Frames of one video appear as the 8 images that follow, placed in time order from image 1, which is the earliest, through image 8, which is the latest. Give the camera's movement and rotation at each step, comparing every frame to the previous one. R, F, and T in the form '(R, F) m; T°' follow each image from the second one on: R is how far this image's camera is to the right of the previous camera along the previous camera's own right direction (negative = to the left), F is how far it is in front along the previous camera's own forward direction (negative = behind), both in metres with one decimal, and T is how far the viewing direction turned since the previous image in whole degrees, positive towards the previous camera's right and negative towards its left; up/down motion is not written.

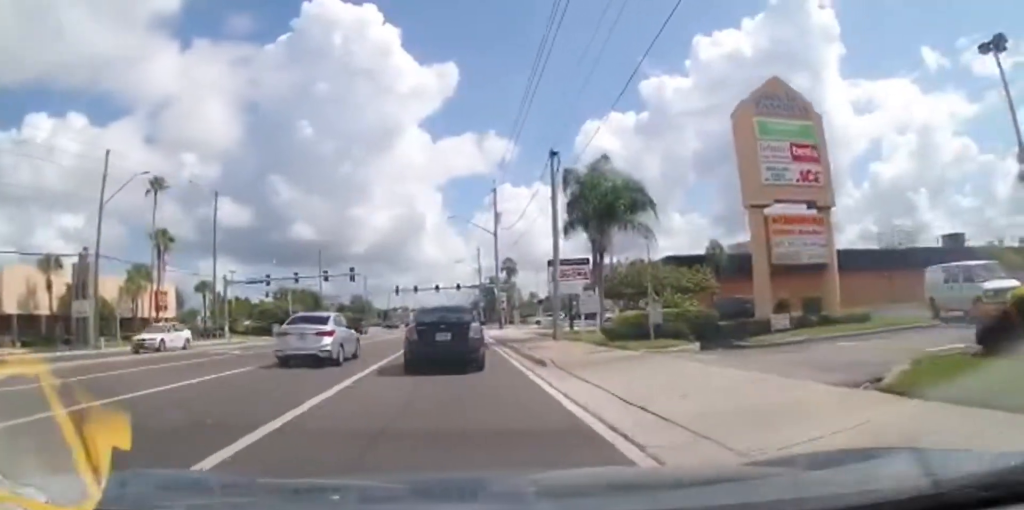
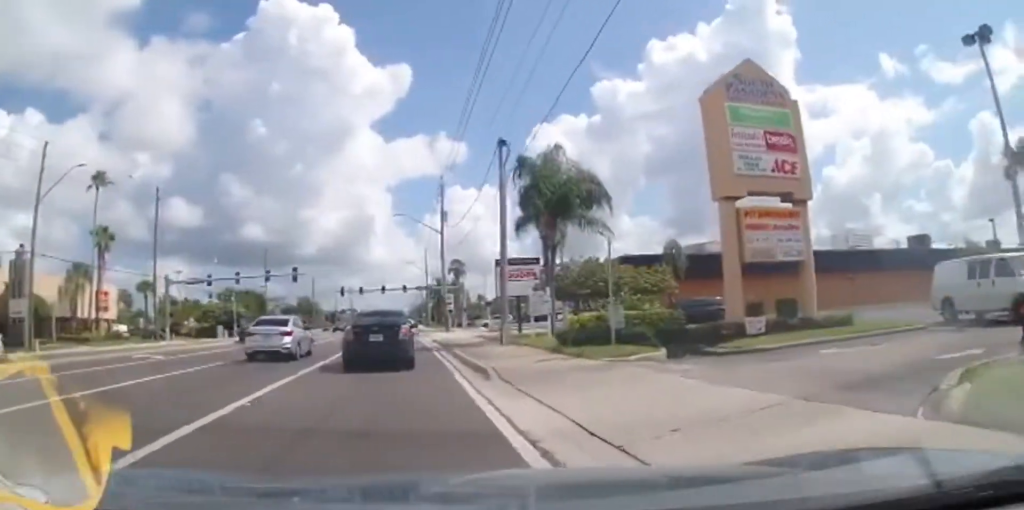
(0.0, +2.4) m; +1°
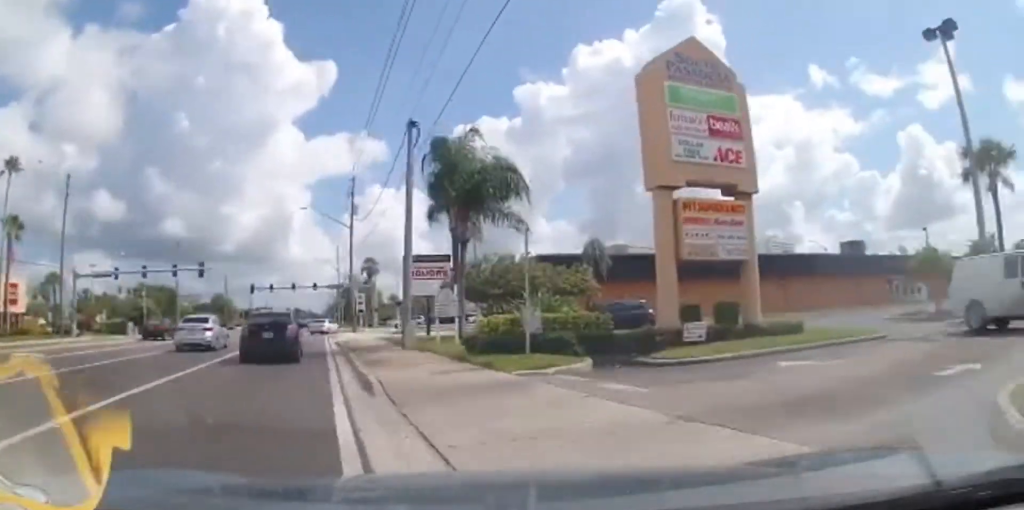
(+0.1, +2.9) m; +2°
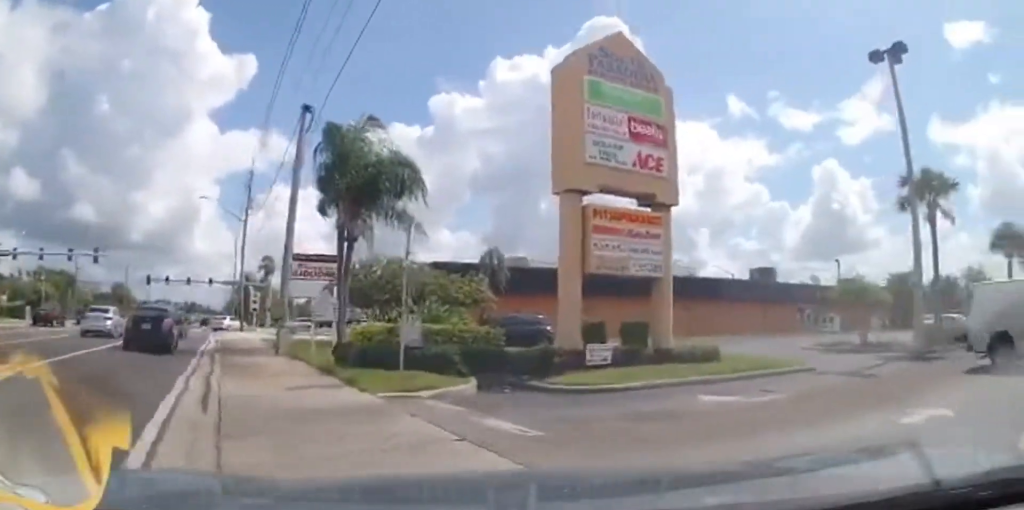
(0.0, +2.4) m; +6°
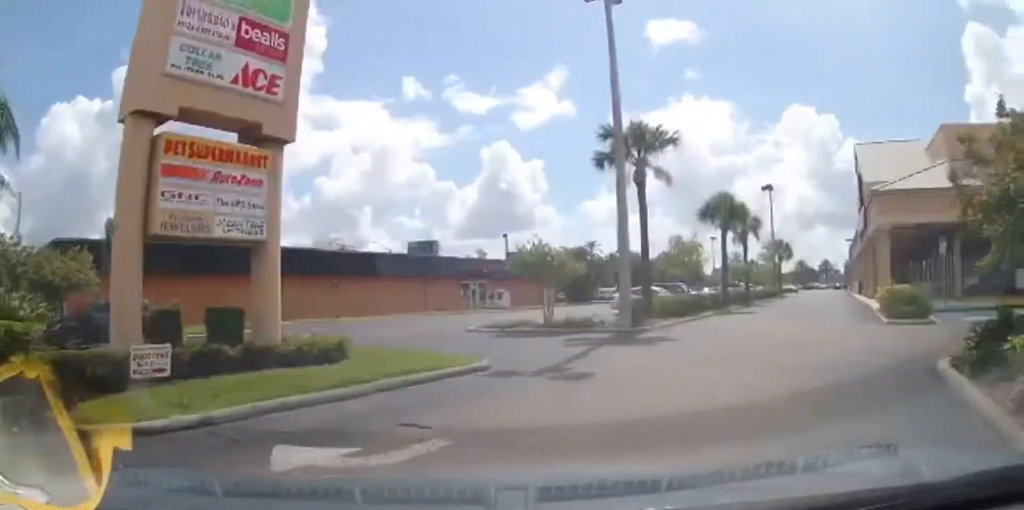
(+1.5, +5.7) m; +38°
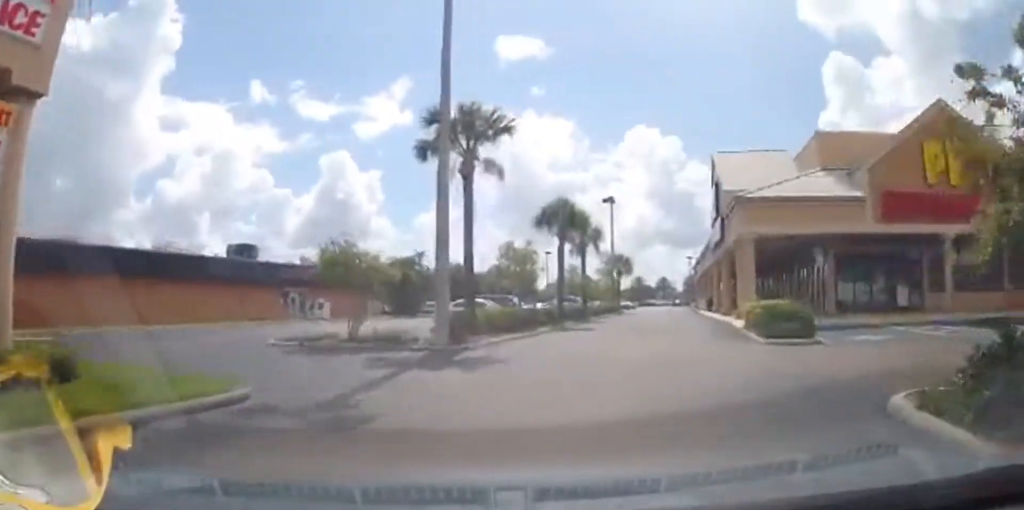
(+0.5, +2.6) m; +20°
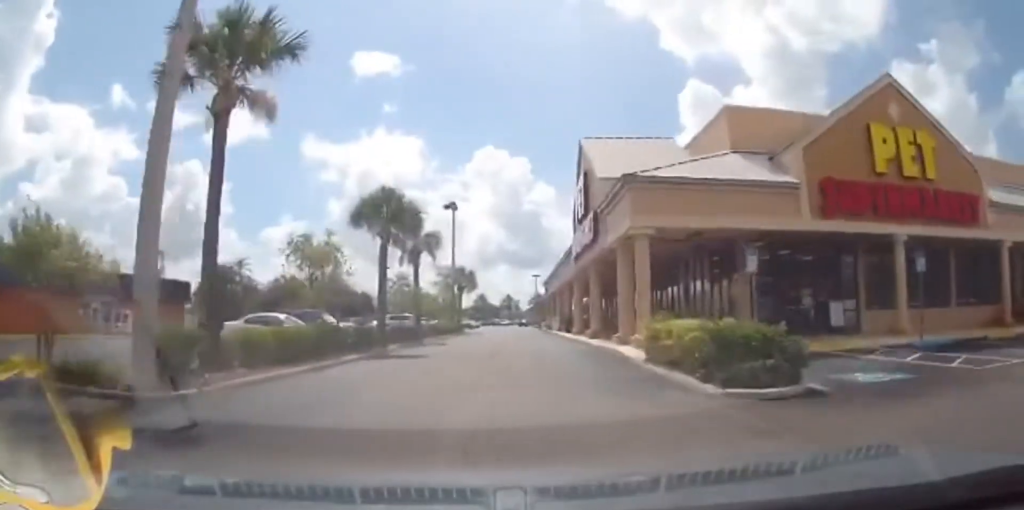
(+1.5, +5.1) m; +27°
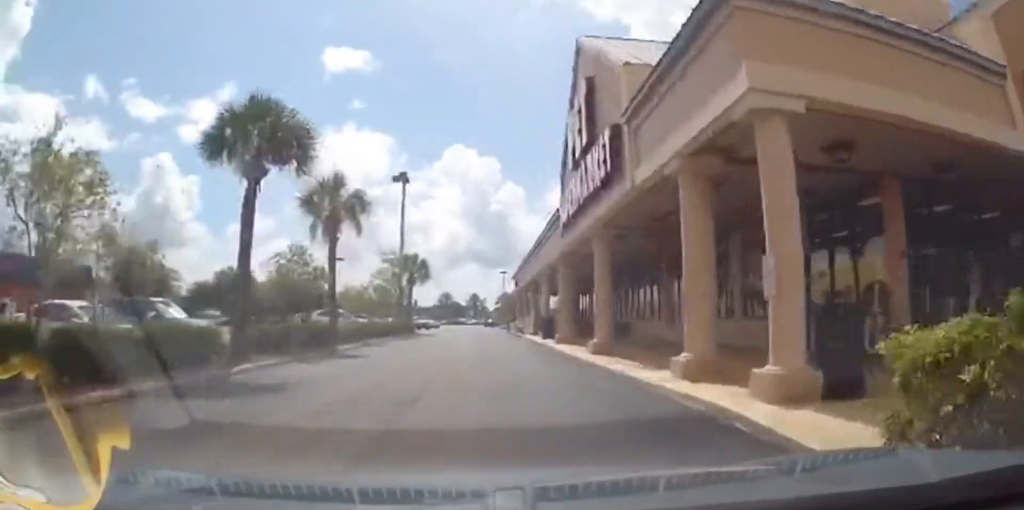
(+1.2, +8.2) m; +2°
